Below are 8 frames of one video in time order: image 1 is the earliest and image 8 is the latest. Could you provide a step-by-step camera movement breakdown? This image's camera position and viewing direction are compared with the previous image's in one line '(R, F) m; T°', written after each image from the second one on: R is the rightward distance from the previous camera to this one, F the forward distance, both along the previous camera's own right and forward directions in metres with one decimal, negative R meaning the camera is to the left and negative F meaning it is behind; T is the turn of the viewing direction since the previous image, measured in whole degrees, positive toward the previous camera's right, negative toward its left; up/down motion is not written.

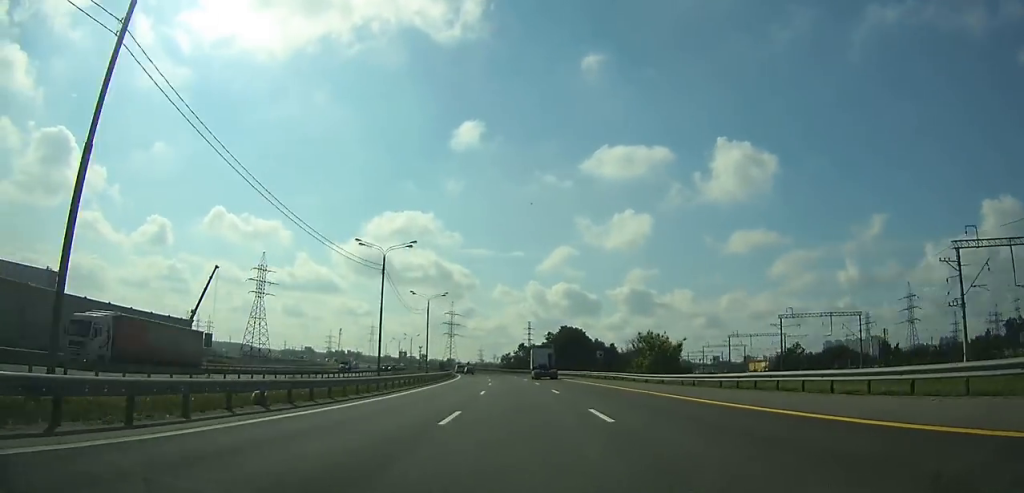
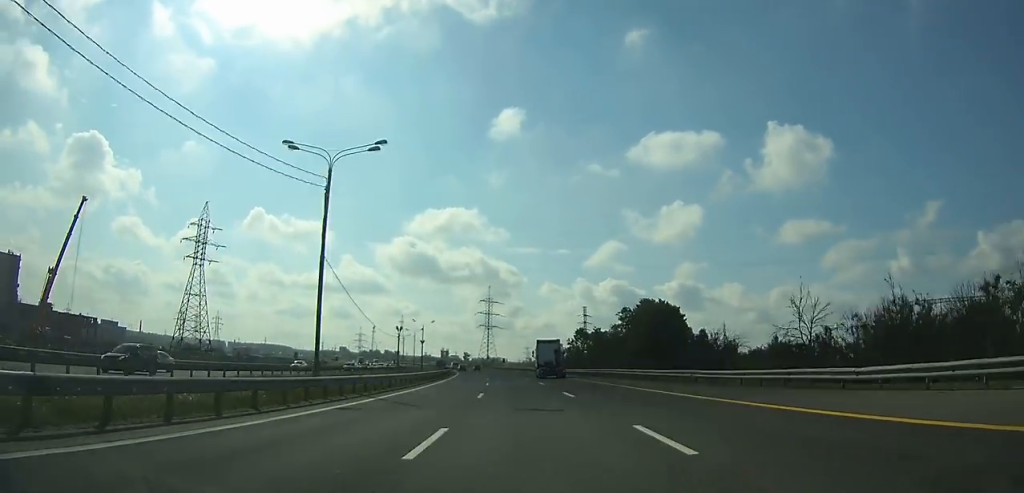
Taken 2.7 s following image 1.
(-3.4, +69.5) m; -6°
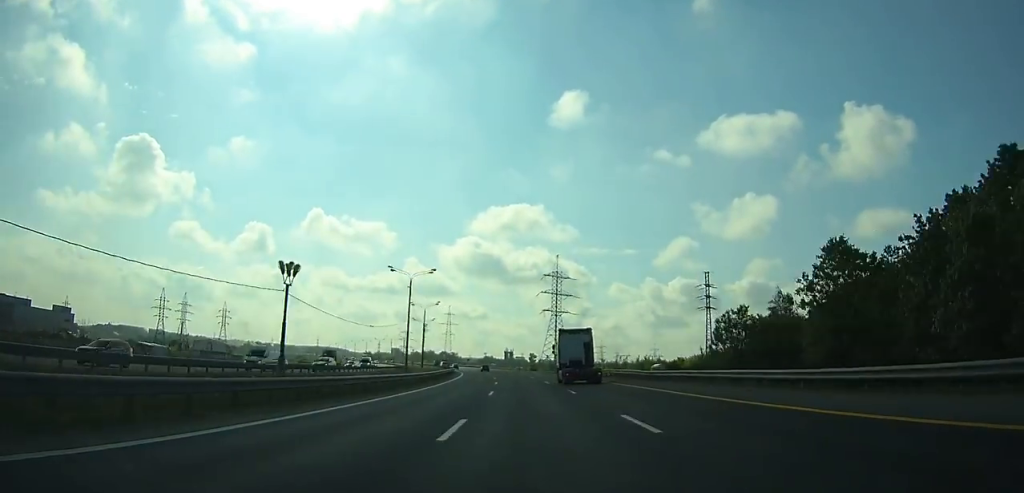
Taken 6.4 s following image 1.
(-5.2, +94.6) m; -5°
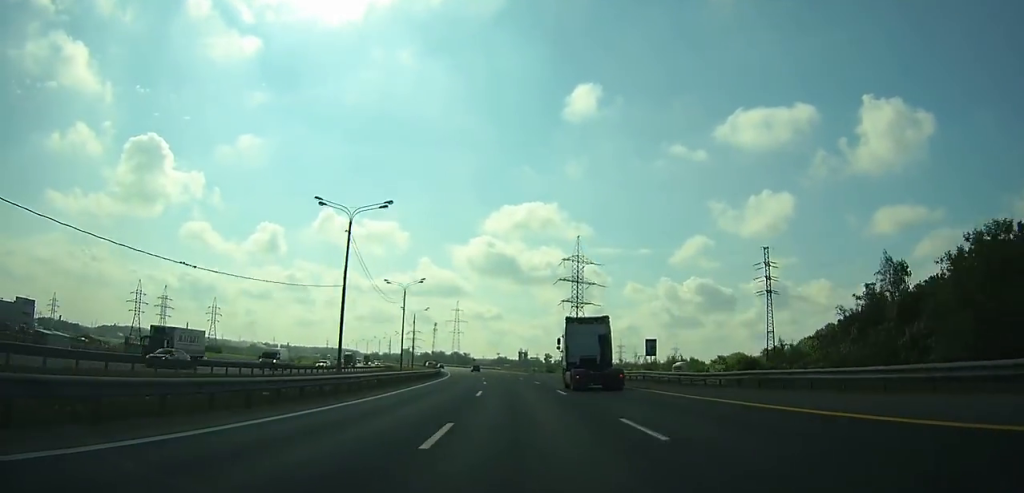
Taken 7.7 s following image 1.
(+1.0, +33.2) m; -2°
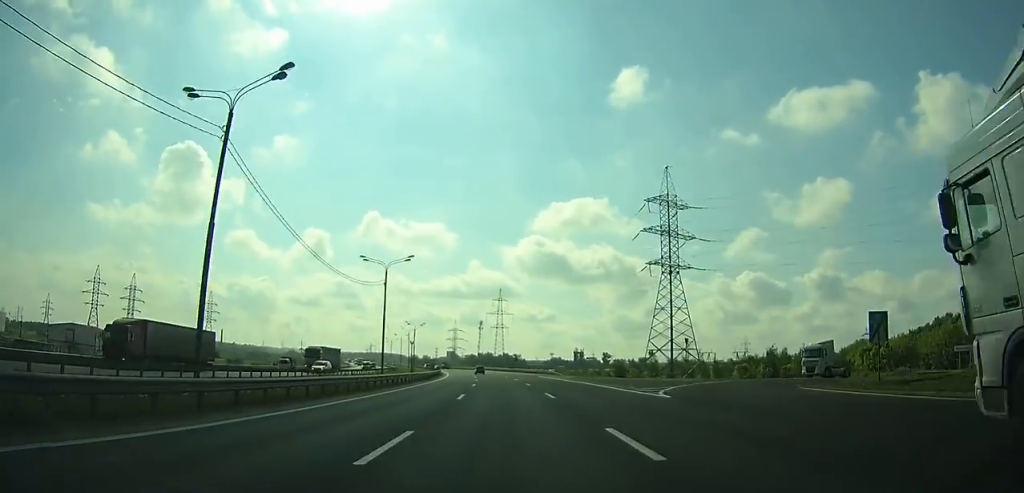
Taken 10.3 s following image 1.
(-3.7, +66.0) m; -5°
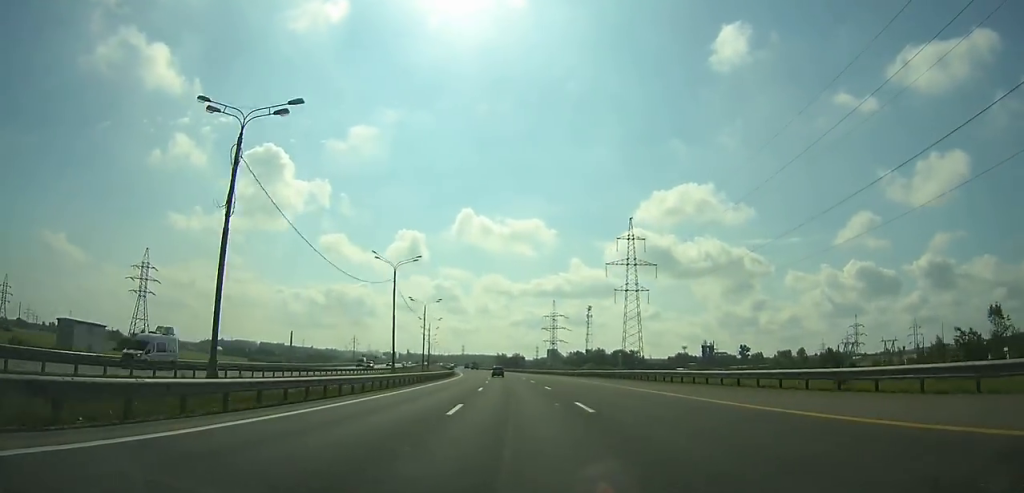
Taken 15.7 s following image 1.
(-12.5, +135.6) m; -10°
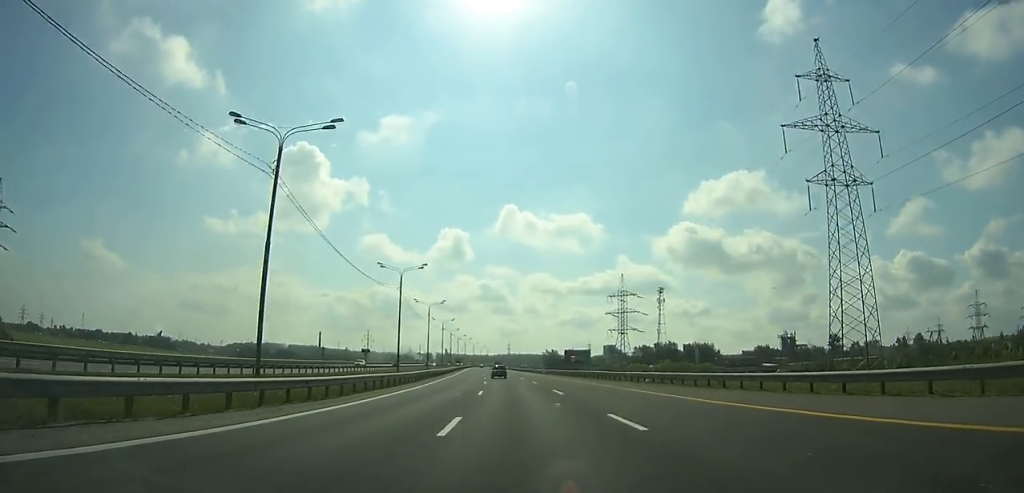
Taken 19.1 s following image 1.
(-3.9, +84.3) m; -5°
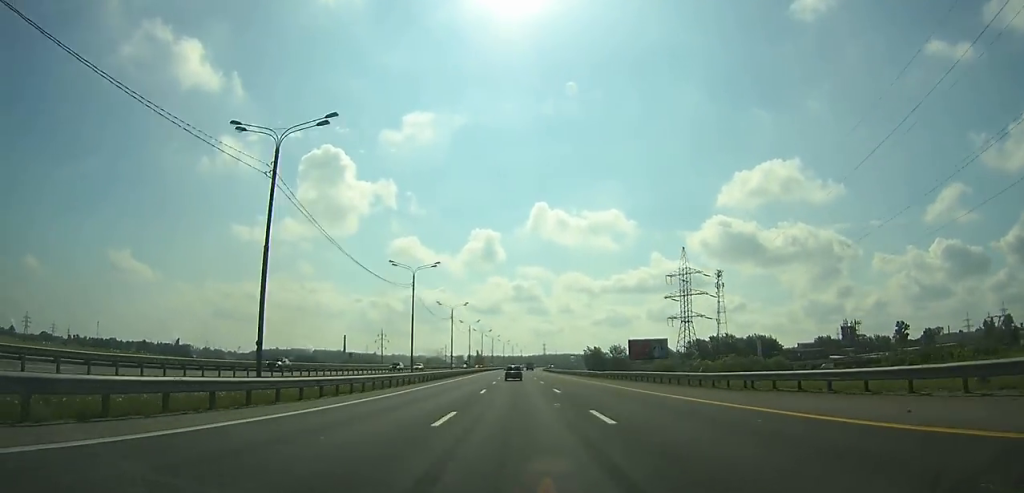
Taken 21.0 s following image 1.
(-1.1, +46.4) m; -2°
